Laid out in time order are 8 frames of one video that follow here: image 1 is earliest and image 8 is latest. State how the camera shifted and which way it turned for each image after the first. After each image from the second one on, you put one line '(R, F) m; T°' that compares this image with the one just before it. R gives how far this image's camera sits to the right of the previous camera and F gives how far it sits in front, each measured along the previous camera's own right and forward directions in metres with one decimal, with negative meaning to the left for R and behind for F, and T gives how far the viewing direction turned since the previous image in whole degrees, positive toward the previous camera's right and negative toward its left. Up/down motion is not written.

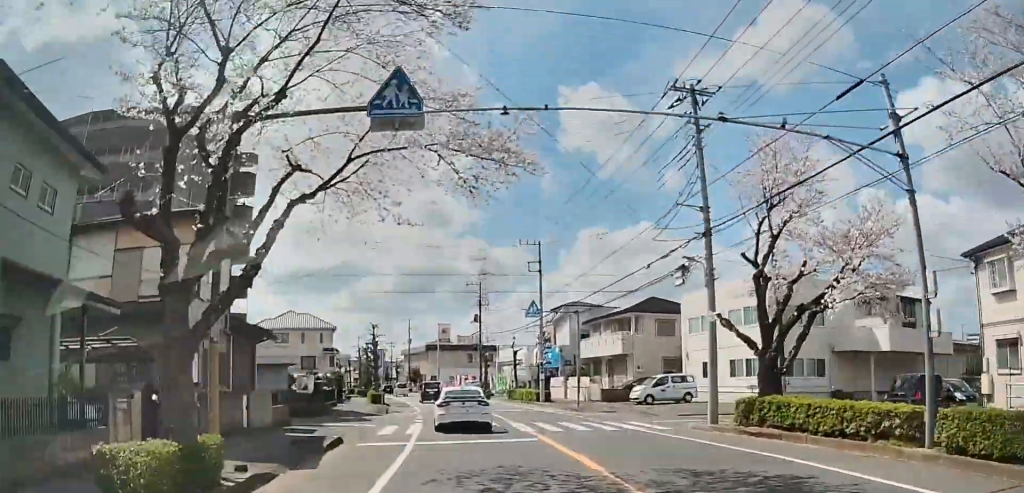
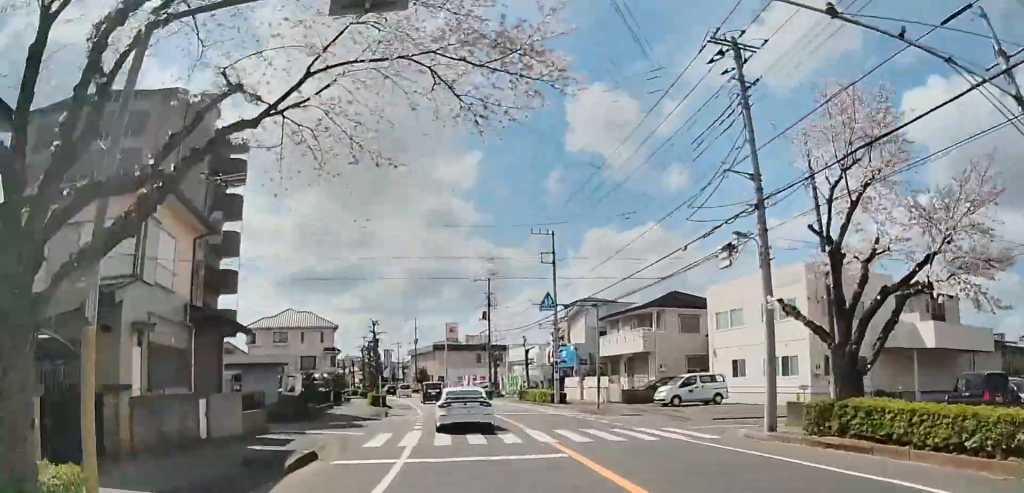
(-0.1, +2.9) m; 0°
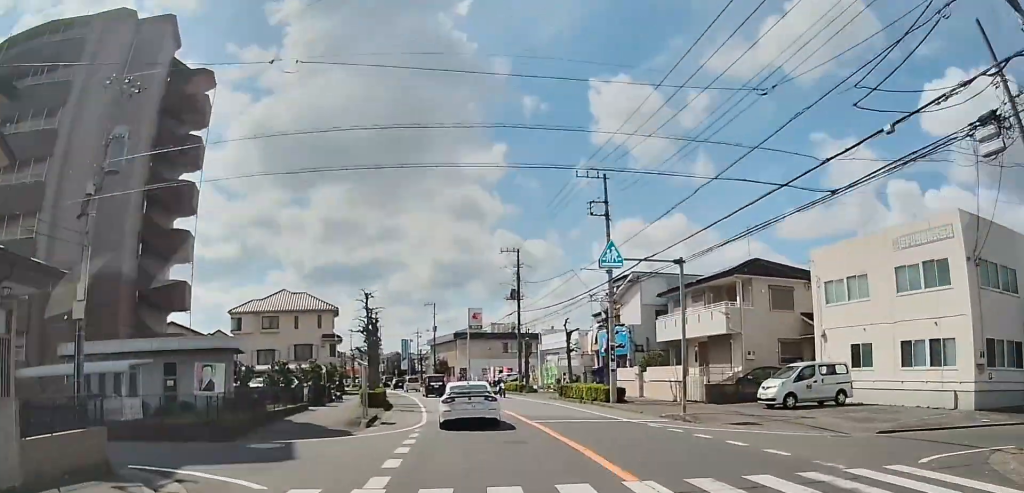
(-0.1, +8.6) m; 0°
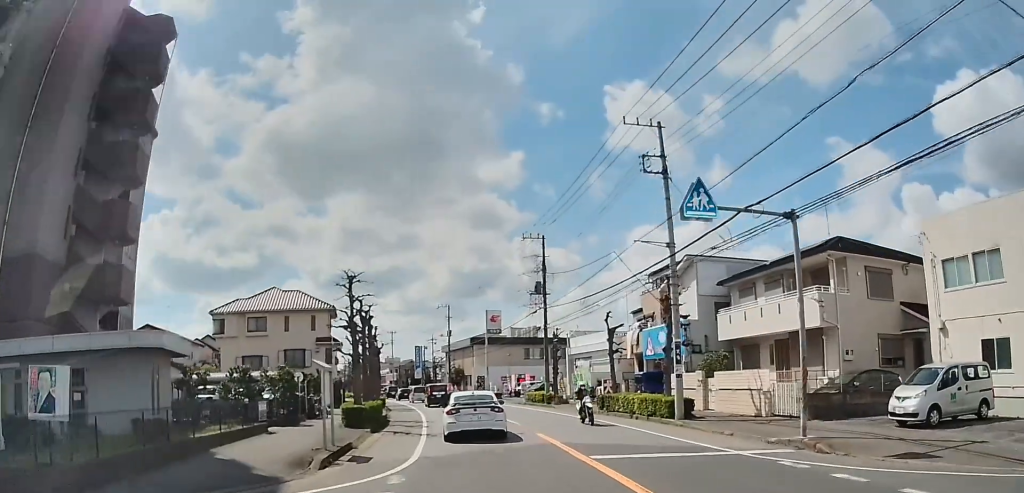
(0.0, +6.3) m; +1°
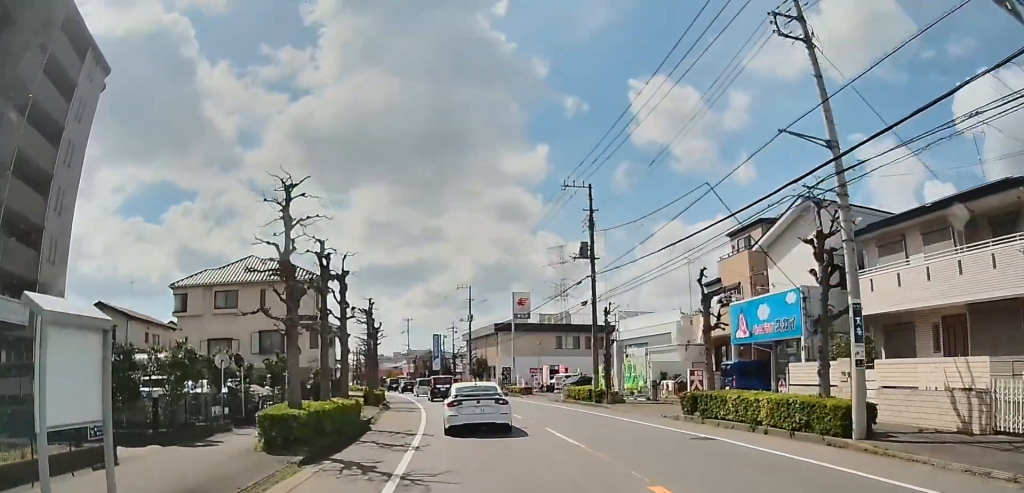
(+0.1, +8.4) m; +1°
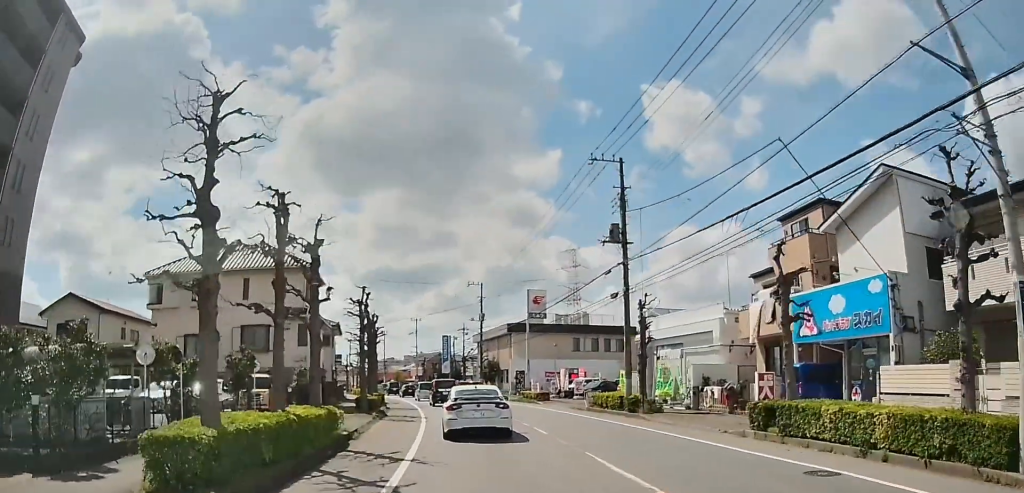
(0.0, +4.1) m; 0°
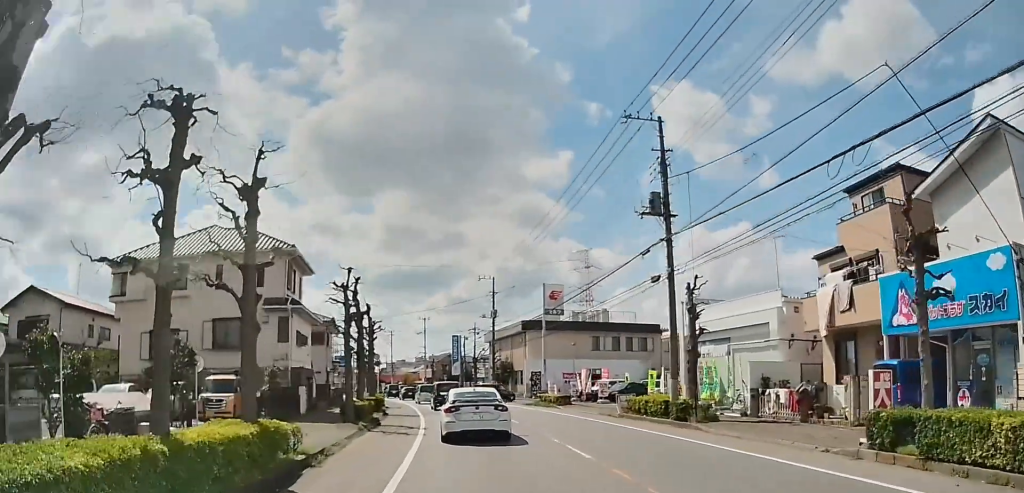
(0.0, +4.3) m; 0°
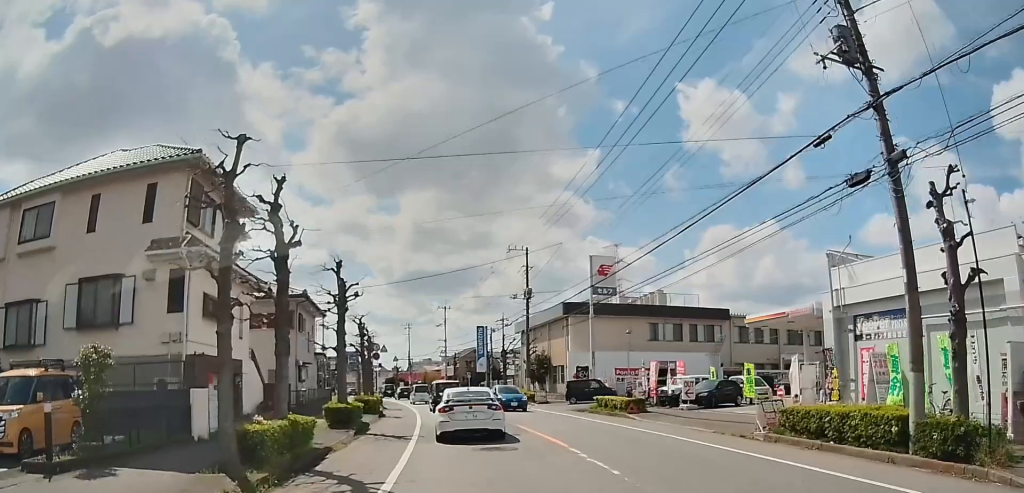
(0.0, +9.8) m; +2°
